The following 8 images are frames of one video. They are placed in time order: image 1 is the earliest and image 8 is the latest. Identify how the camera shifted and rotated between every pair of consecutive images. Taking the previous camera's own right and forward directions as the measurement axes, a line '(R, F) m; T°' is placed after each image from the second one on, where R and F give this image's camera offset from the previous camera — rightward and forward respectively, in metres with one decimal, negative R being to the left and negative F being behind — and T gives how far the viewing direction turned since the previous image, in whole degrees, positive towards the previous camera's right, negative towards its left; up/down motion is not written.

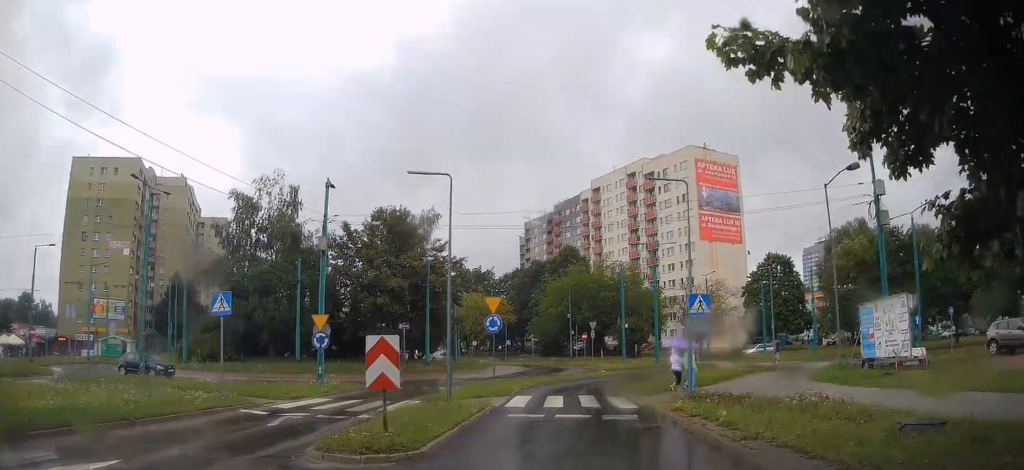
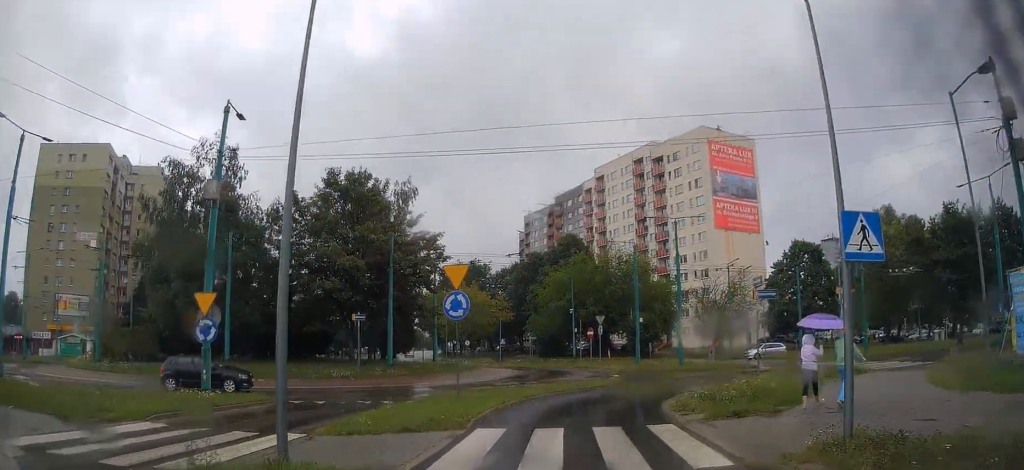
(+0.2, +9.2) m; +5°
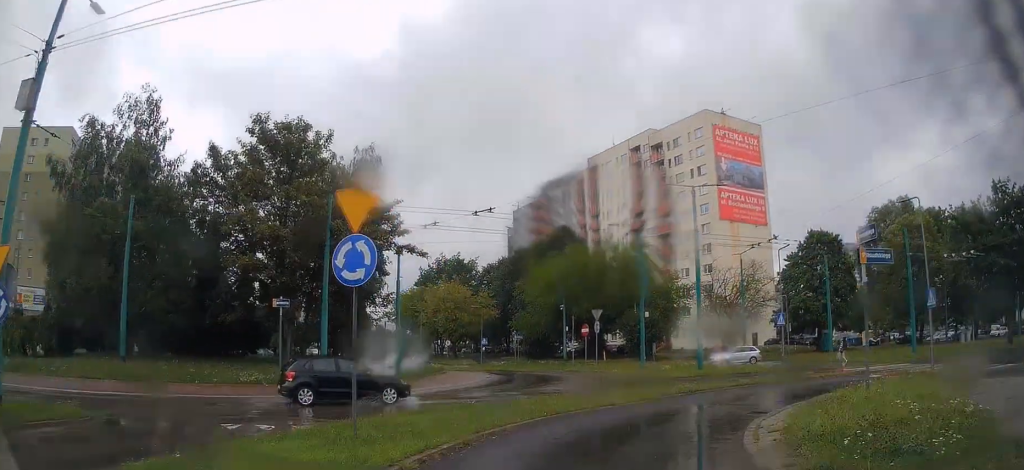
(+0.5, +7.6) m; +6°
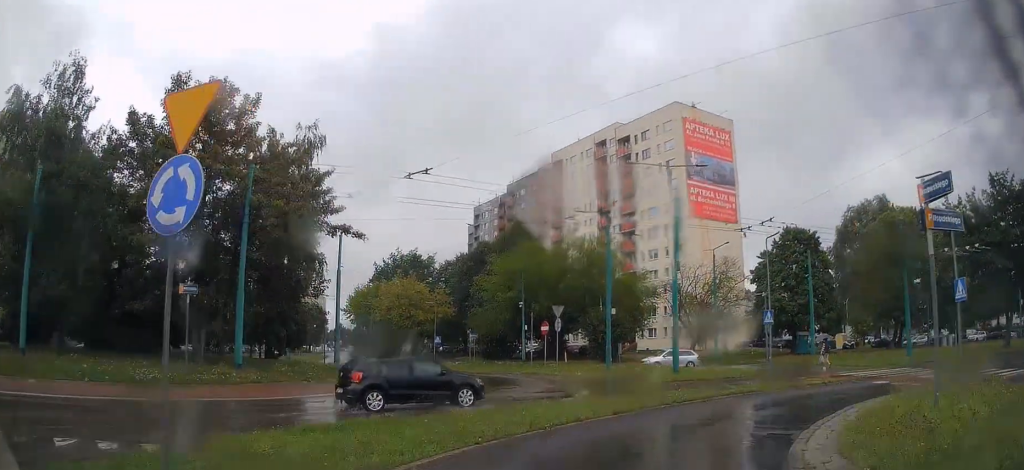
(-0.1, +3.7) m; +4°
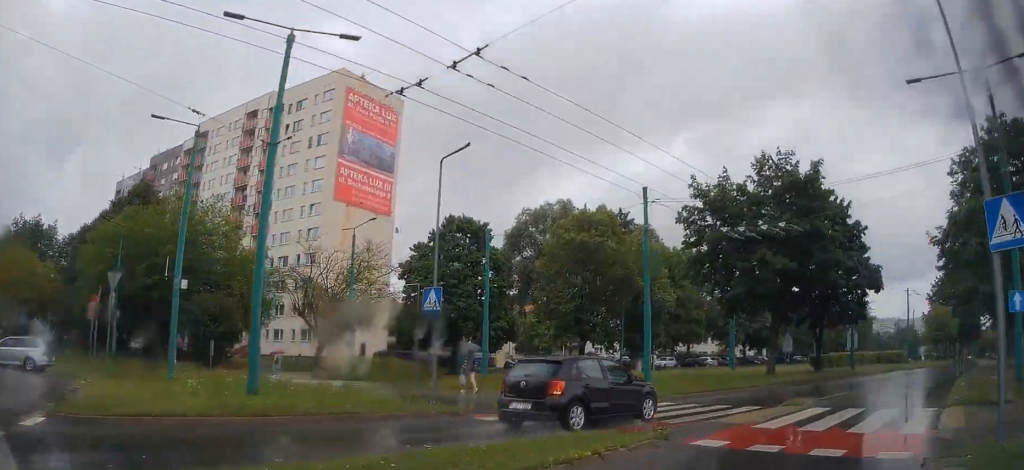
(+4.7, +12.0) m; +44°
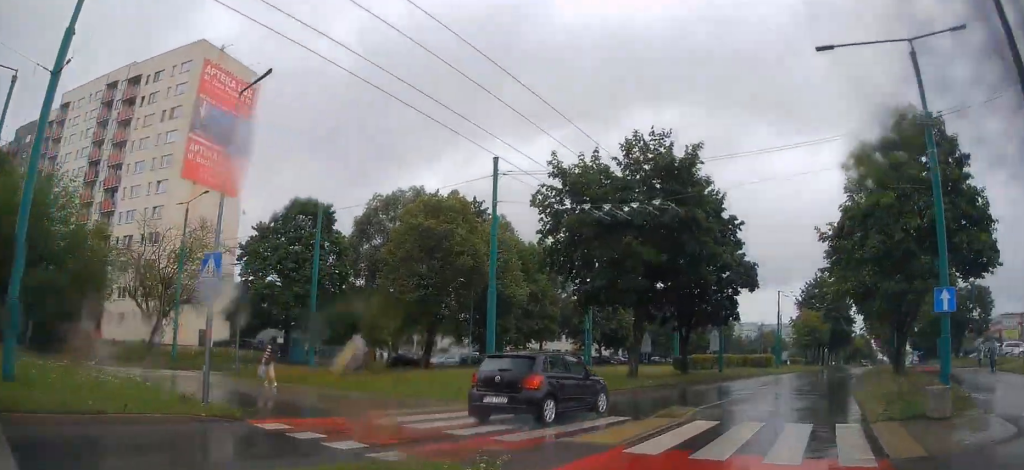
(+0.4, +3.8) m; +6°
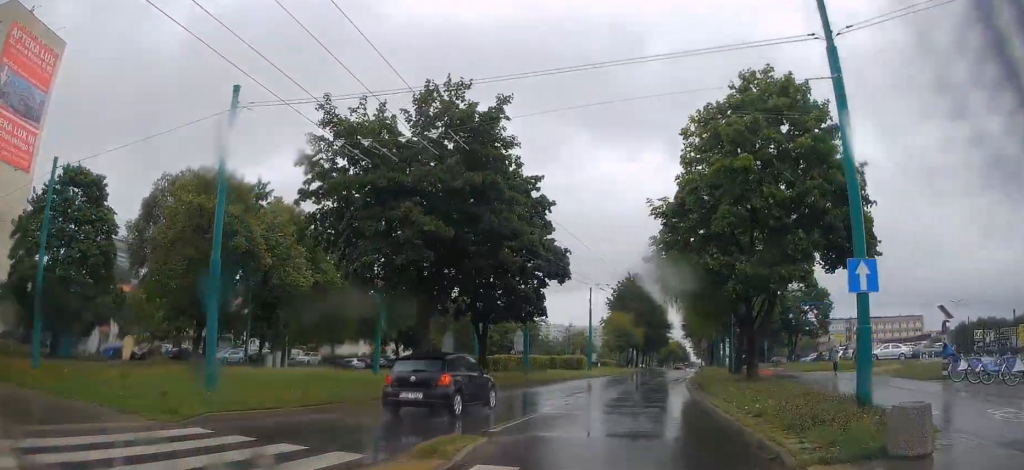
(+0.4, +6.2) m; +8°
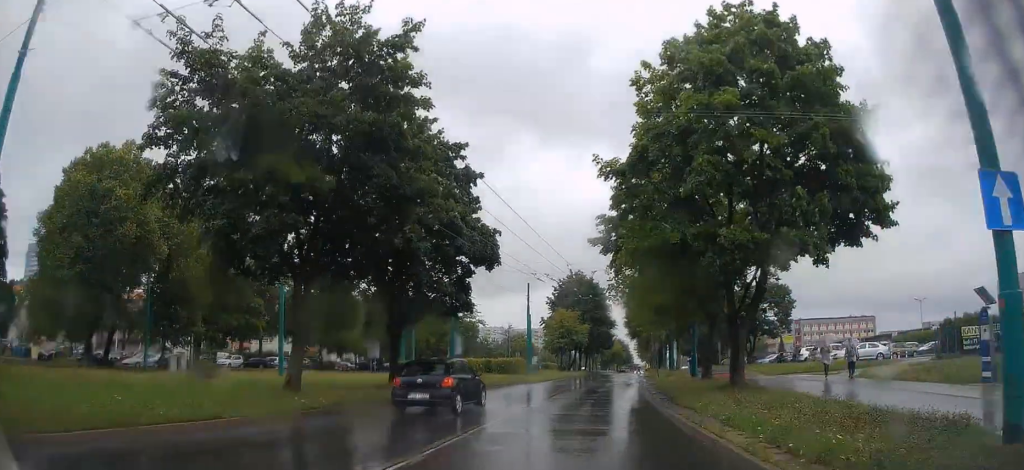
(+0.4, +6.4) m; +4°
